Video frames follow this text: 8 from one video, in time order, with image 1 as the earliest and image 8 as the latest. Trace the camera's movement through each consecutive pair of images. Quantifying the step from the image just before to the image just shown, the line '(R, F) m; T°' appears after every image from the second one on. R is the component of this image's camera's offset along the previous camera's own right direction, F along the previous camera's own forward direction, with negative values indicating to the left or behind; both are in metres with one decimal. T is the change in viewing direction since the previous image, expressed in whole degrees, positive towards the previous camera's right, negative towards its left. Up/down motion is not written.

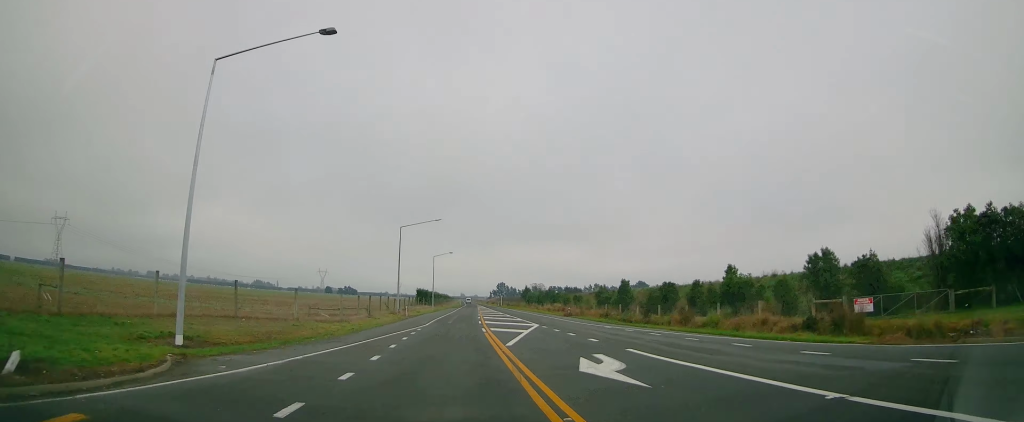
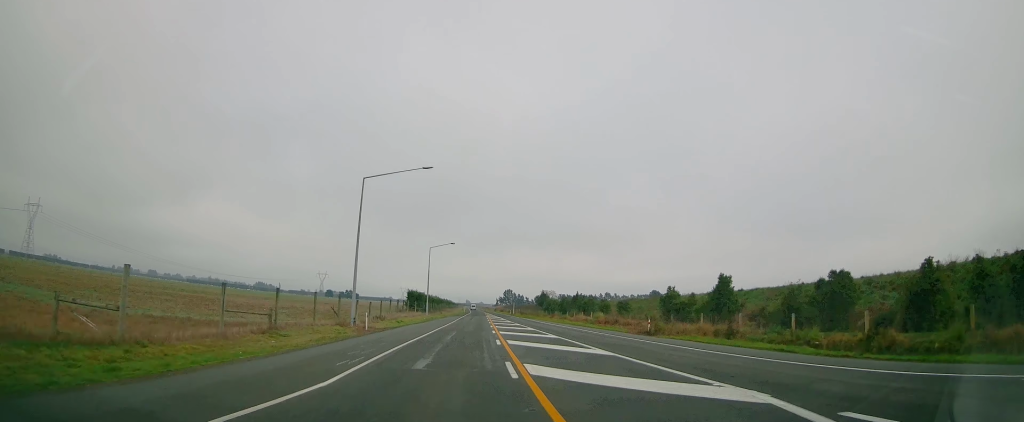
(-0.1, +26.3) m; 0°
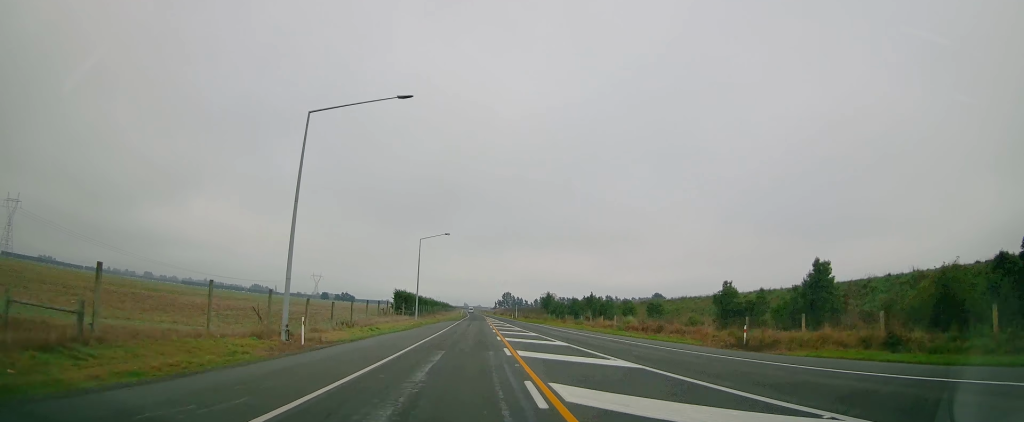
(-0.2, +13.1) m; 0°
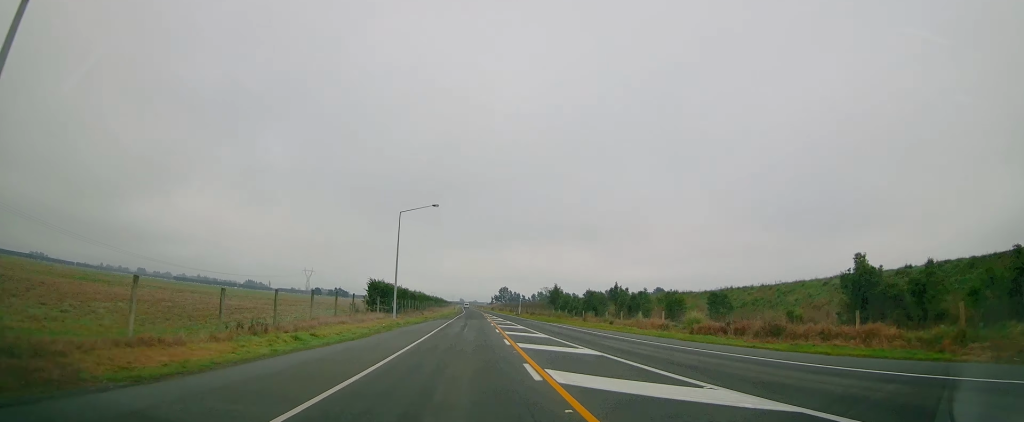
(+0.2, +16.6) m; 0°
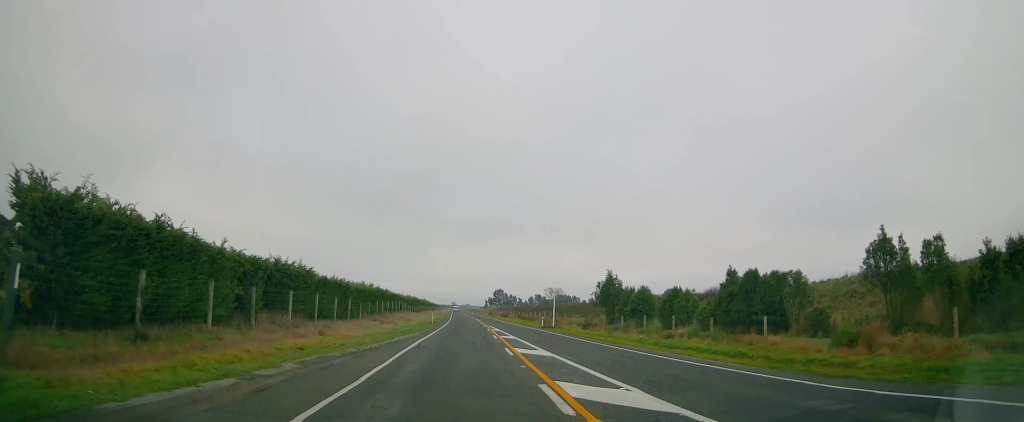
(+0.2, +48.7) m; +1°
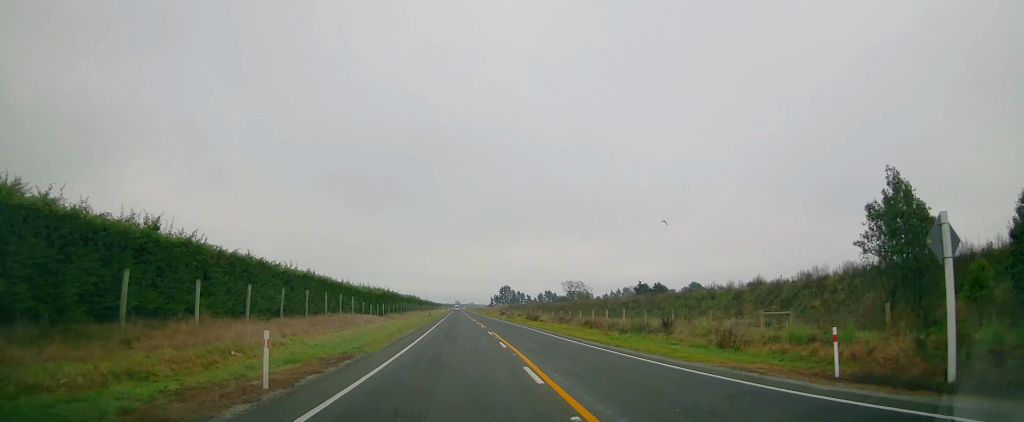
(+0.6, +46.4) m; +1°
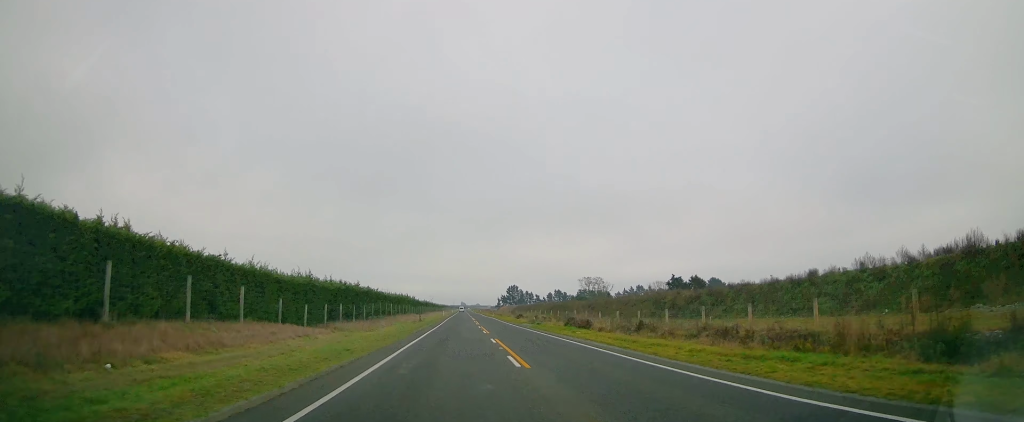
(0.0, +26.6) m; -1°
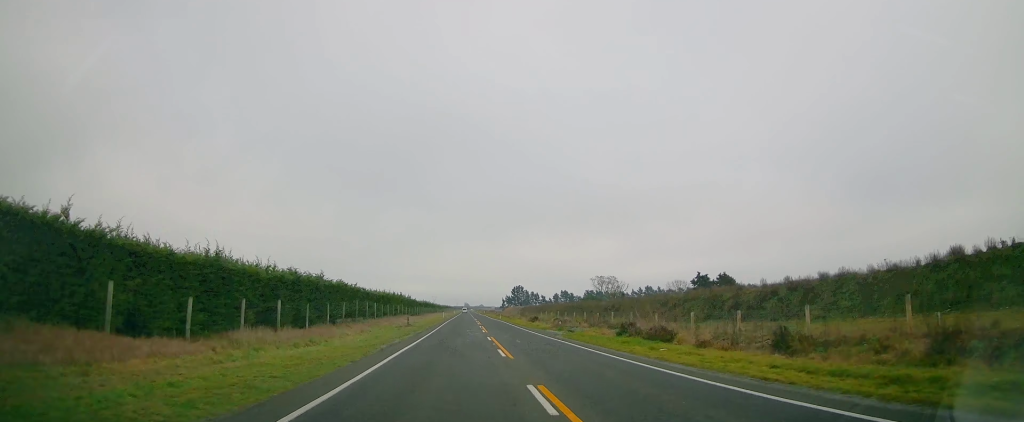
(-0.2, +15.8) m; -1°
